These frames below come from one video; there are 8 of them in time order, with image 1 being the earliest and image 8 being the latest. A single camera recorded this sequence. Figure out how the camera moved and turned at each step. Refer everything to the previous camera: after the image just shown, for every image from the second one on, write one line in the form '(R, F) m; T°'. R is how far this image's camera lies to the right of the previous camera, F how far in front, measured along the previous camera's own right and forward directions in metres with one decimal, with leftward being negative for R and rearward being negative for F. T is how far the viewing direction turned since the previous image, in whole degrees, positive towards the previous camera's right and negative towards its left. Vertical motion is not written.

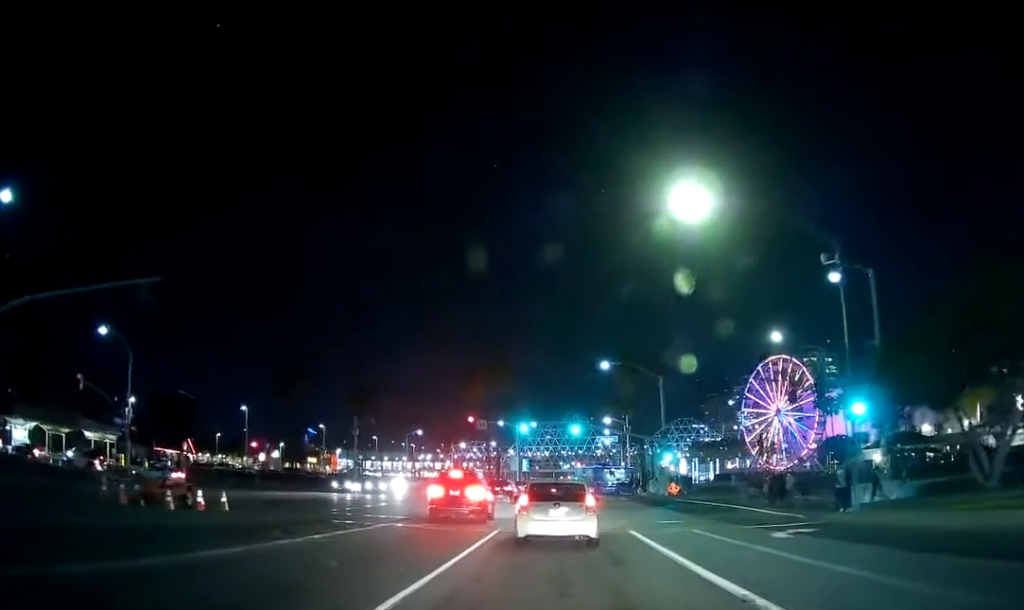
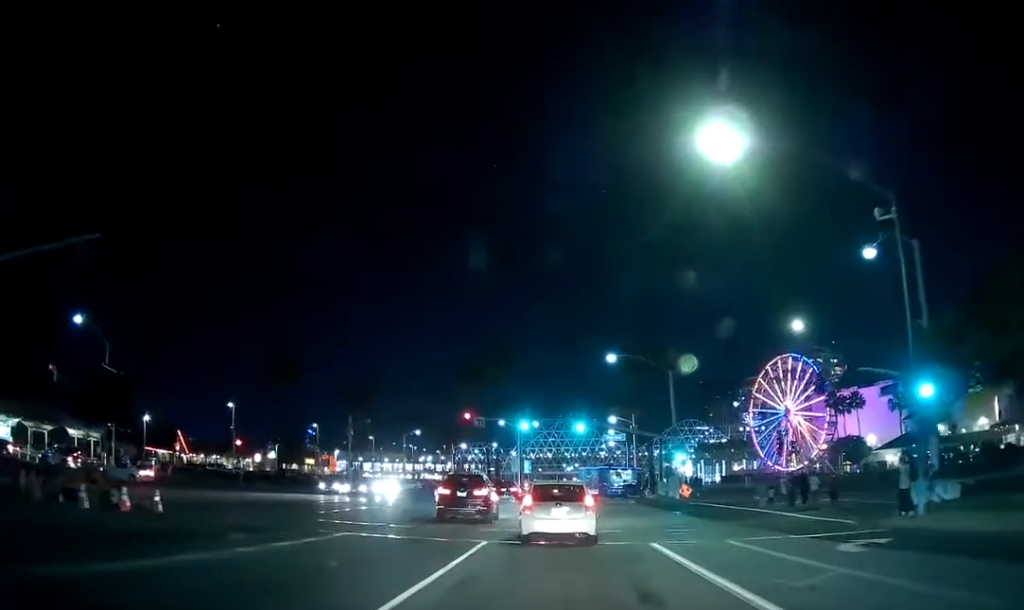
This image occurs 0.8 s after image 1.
(-0.1, +5.0) m; -1°
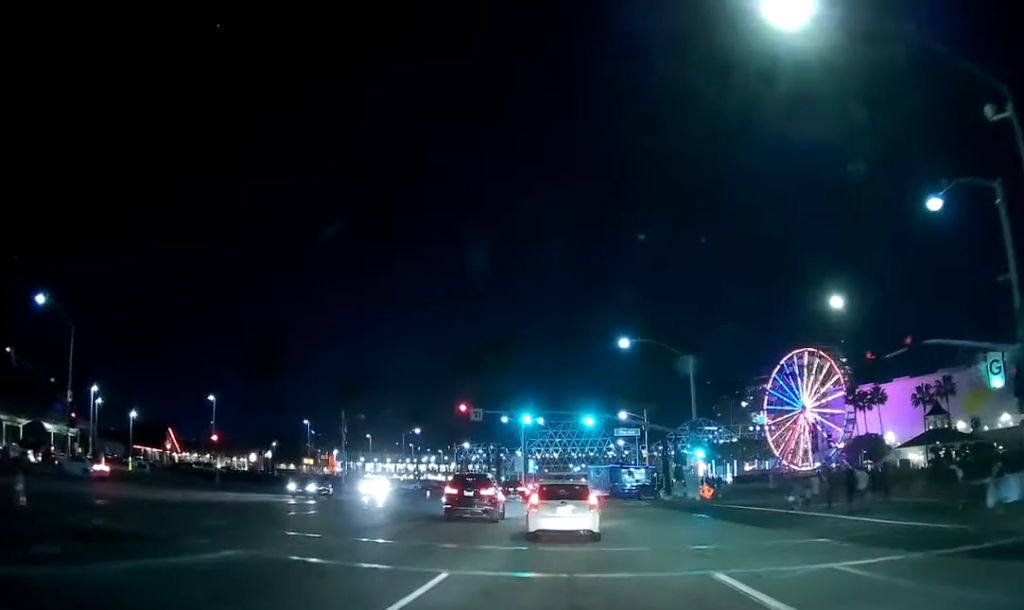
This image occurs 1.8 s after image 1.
(0.0, +6.7) m; +1°
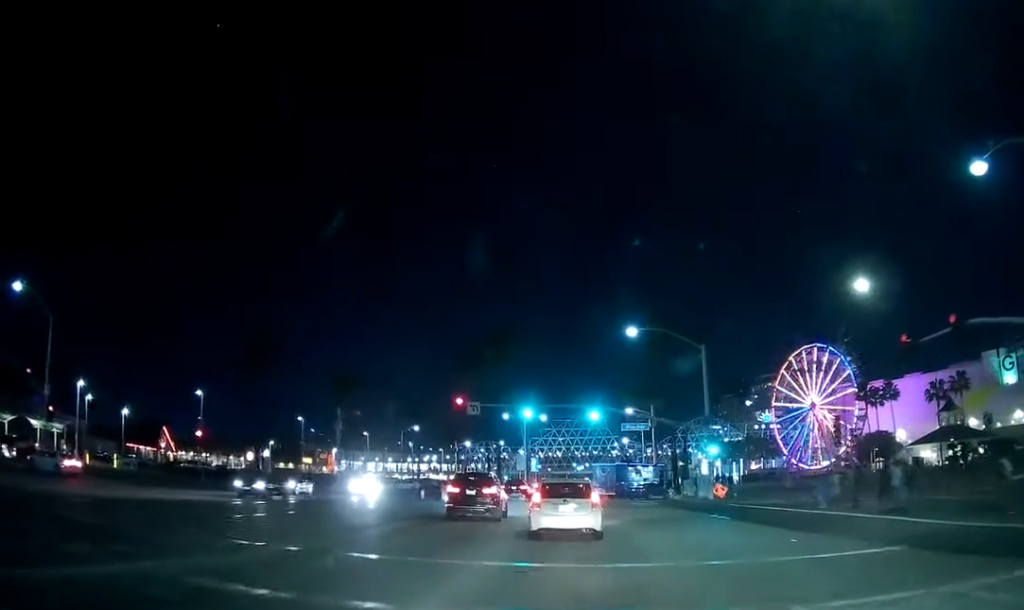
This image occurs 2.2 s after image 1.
(0.0, +3.4) m; 0°
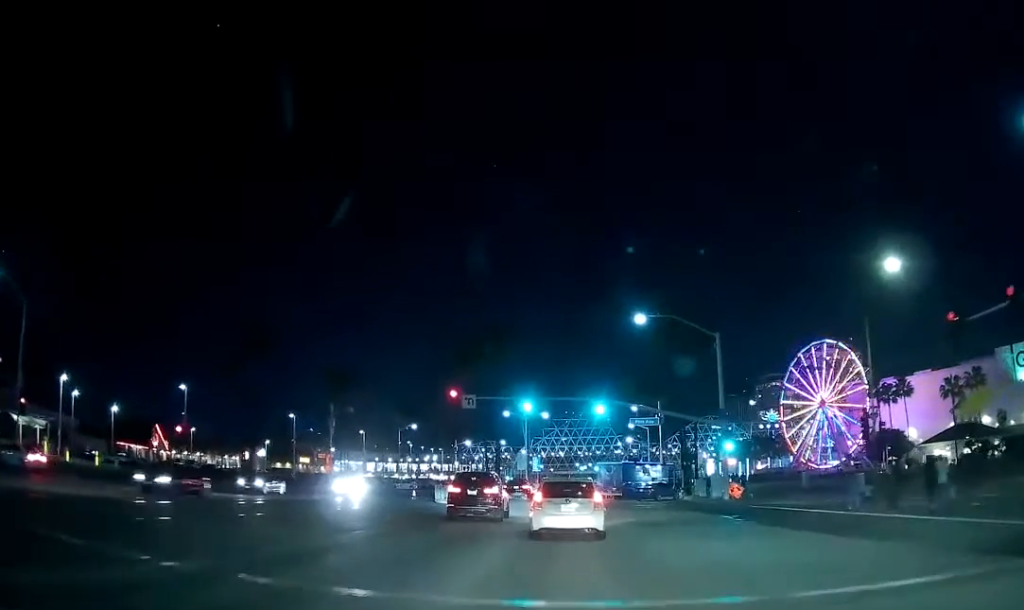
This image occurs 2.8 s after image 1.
(0.0, +4.2) m; -1°
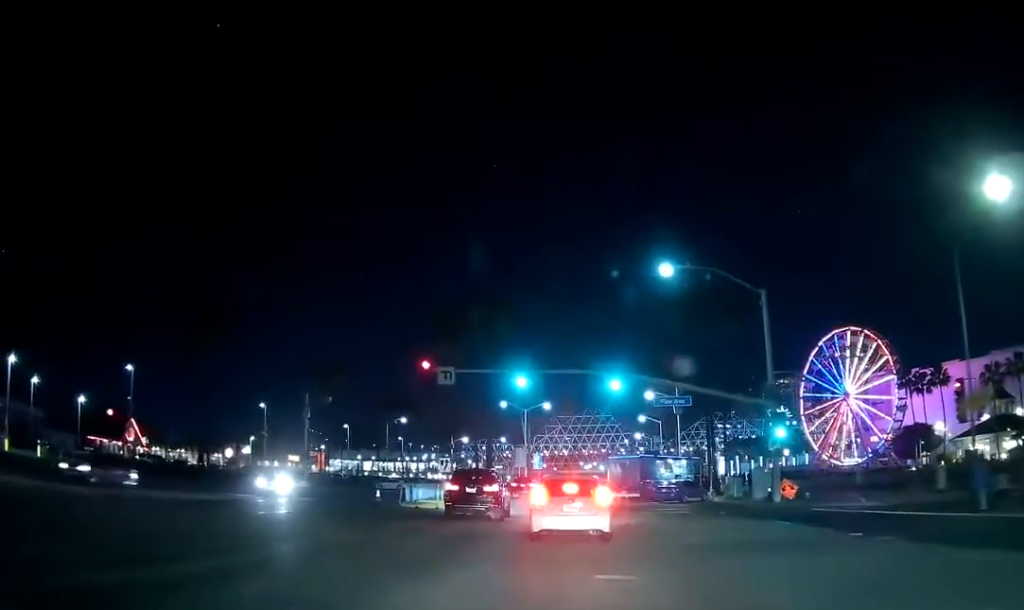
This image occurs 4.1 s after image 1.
(-0.2, +10.6) m; -1°
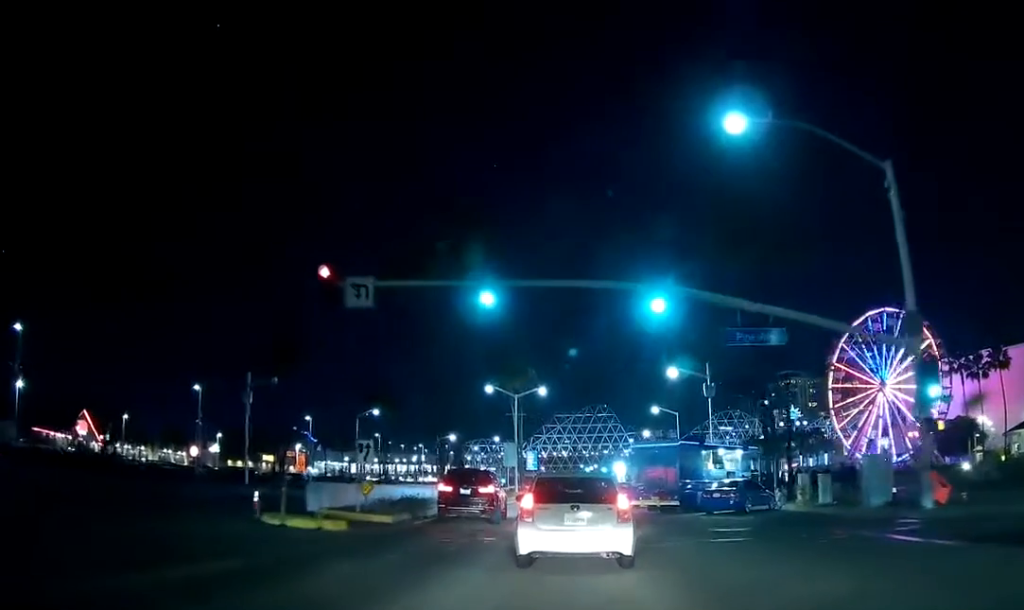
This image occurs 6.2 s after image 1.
(+0.6, +16.2) m; +2°
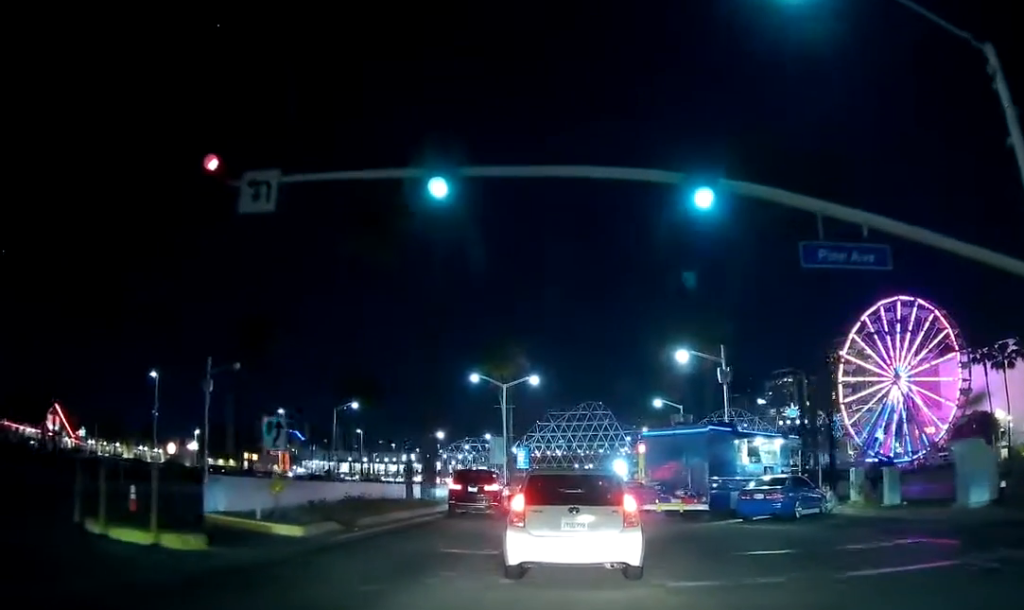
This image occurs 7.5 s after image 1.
(-0.1, +7.8) m; -1°
